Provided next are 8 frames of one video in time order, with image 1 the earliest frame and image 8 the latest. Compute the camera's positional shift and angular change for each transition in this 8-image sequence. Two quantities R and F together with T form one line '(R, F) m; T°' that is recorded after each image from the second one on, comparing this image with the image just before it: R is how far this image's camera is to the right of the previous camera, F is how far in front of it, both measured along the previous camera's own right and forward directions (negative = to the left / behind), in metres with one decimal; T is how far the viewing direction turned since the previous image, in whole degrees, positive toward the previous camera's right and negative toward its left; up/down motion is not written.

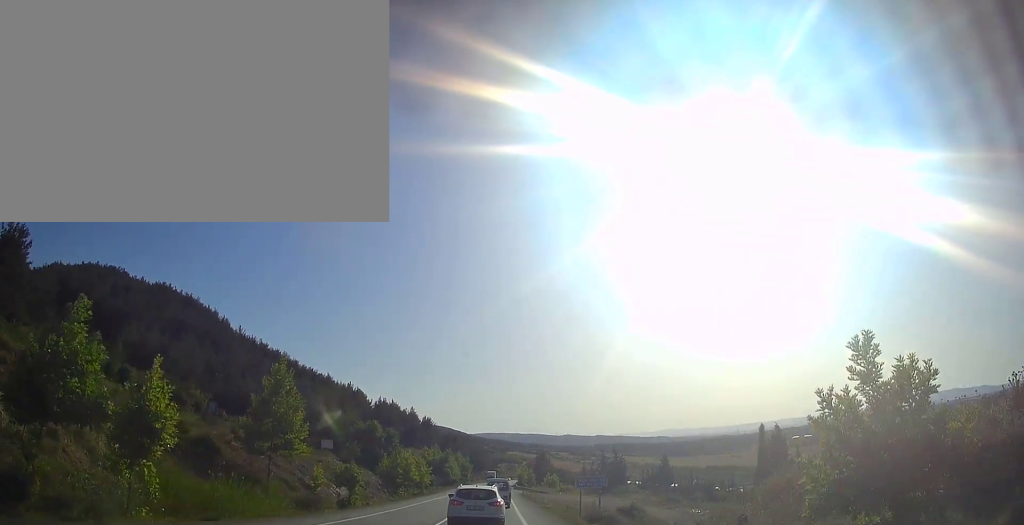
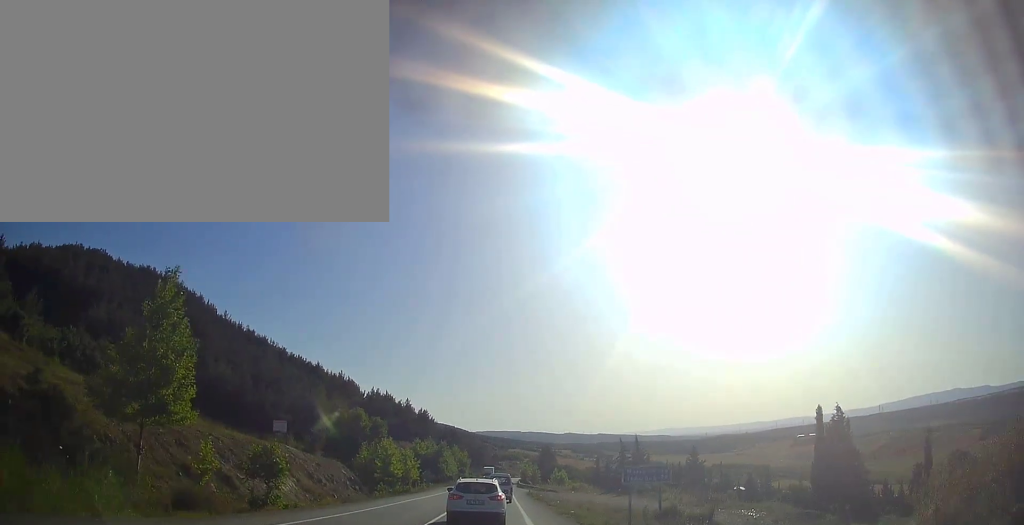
(-0.1, +13.3) m; 0°
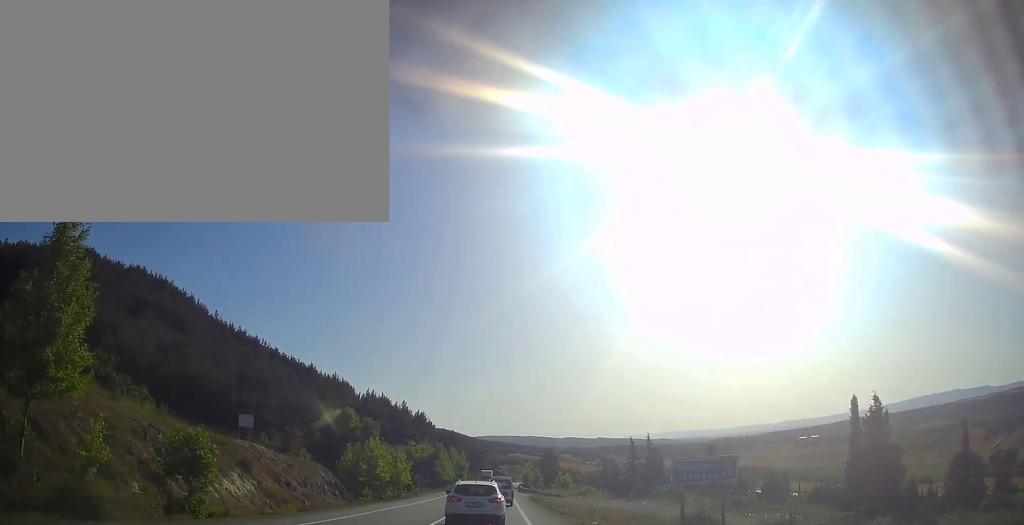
(0.0, +6.7) m; 0°
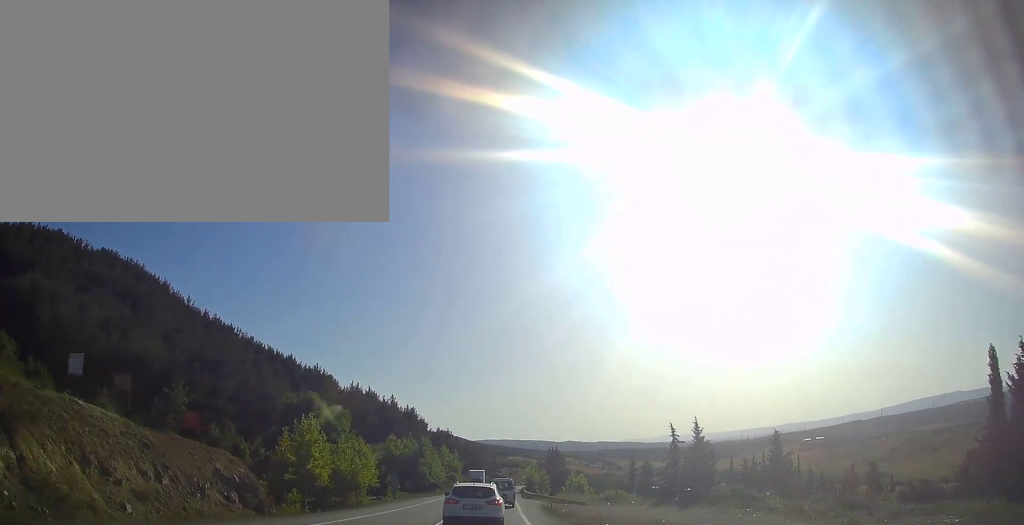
(0.0, +18.7) m; 0°
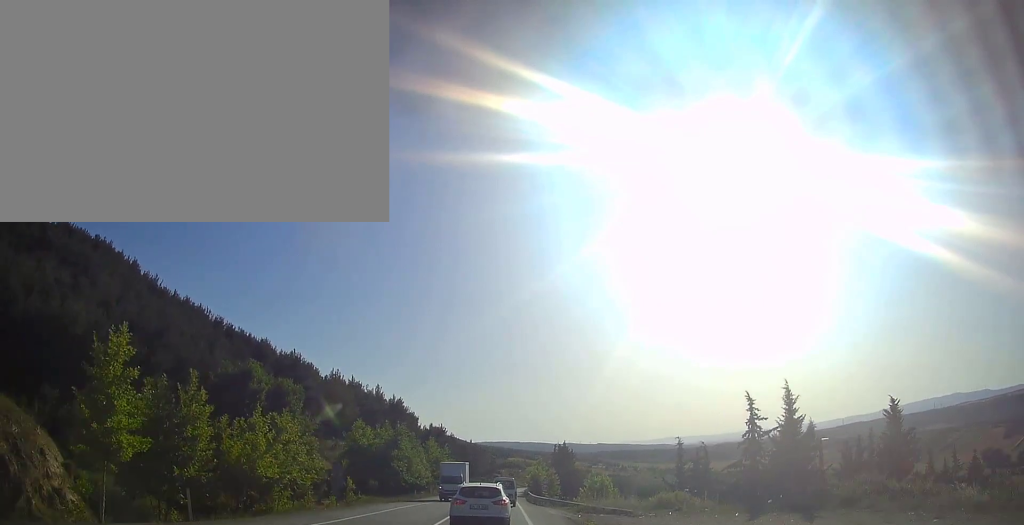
(0.0, +18.9) m; 0°
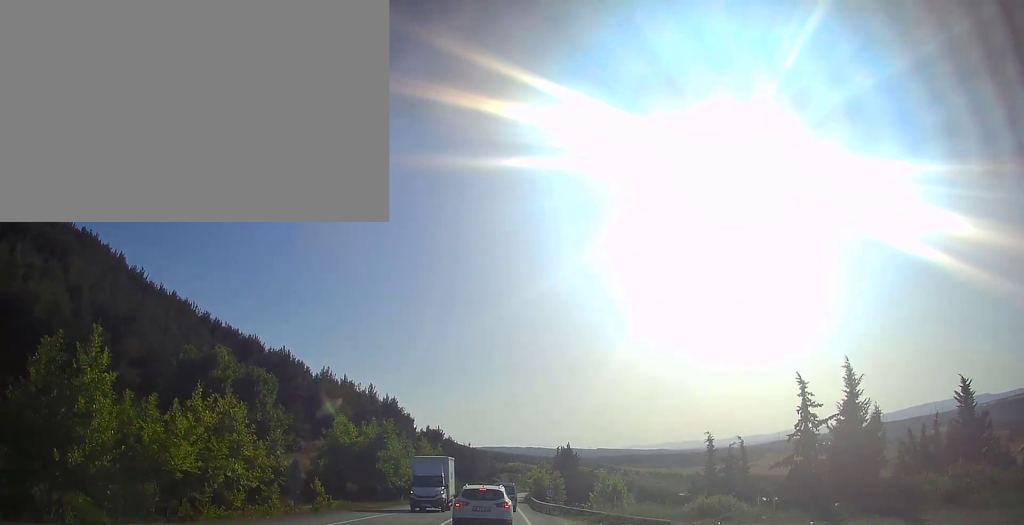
(0.0, +8.0) m; 0°
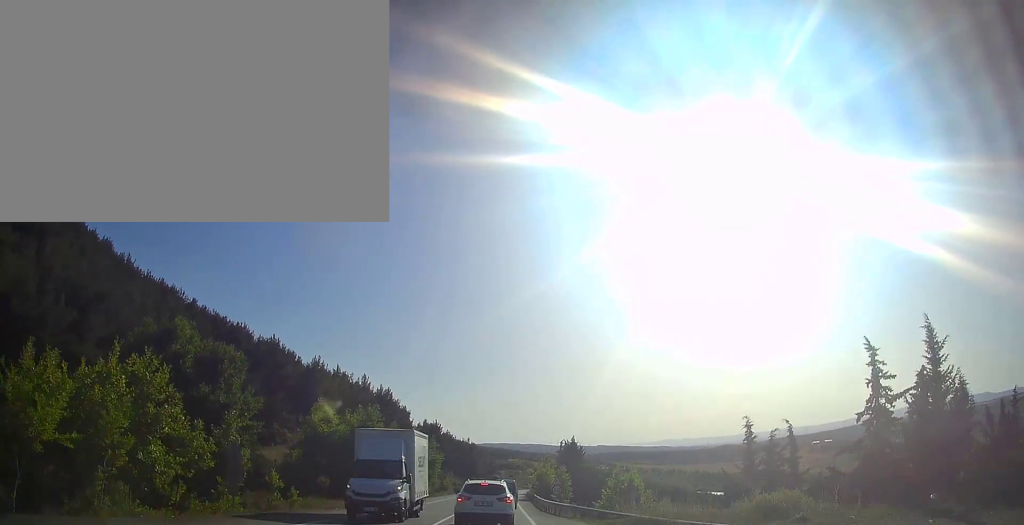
(0.0, +6.9) m; 0°
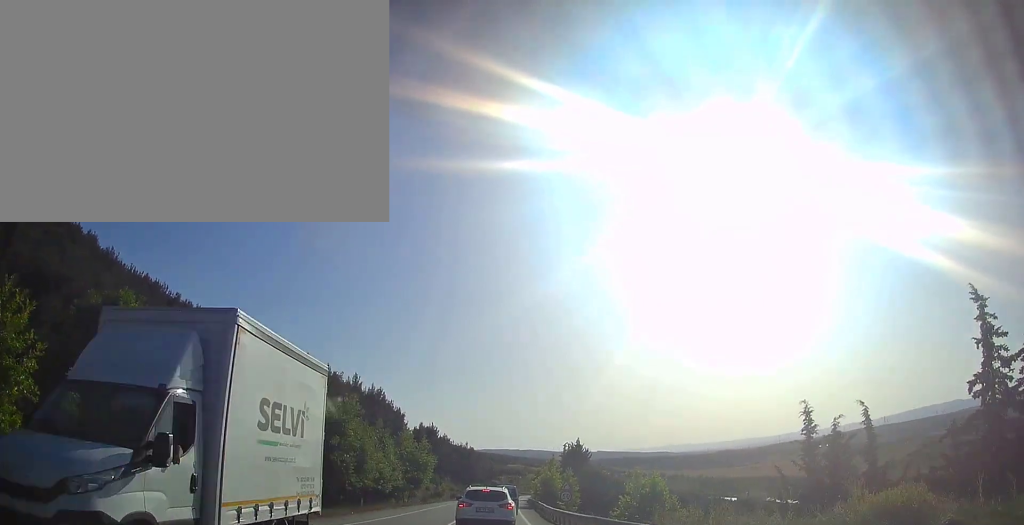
(0.0, +7.6) m; 0°
